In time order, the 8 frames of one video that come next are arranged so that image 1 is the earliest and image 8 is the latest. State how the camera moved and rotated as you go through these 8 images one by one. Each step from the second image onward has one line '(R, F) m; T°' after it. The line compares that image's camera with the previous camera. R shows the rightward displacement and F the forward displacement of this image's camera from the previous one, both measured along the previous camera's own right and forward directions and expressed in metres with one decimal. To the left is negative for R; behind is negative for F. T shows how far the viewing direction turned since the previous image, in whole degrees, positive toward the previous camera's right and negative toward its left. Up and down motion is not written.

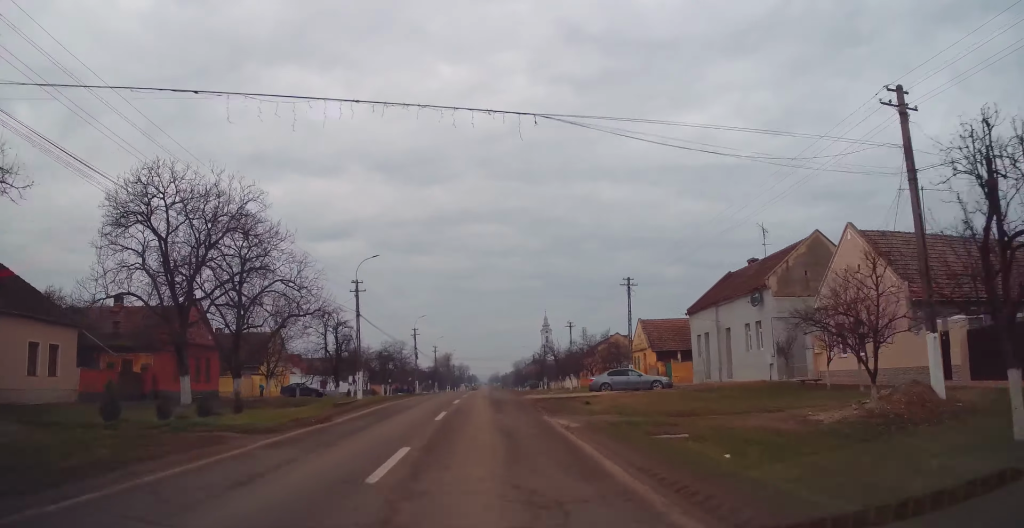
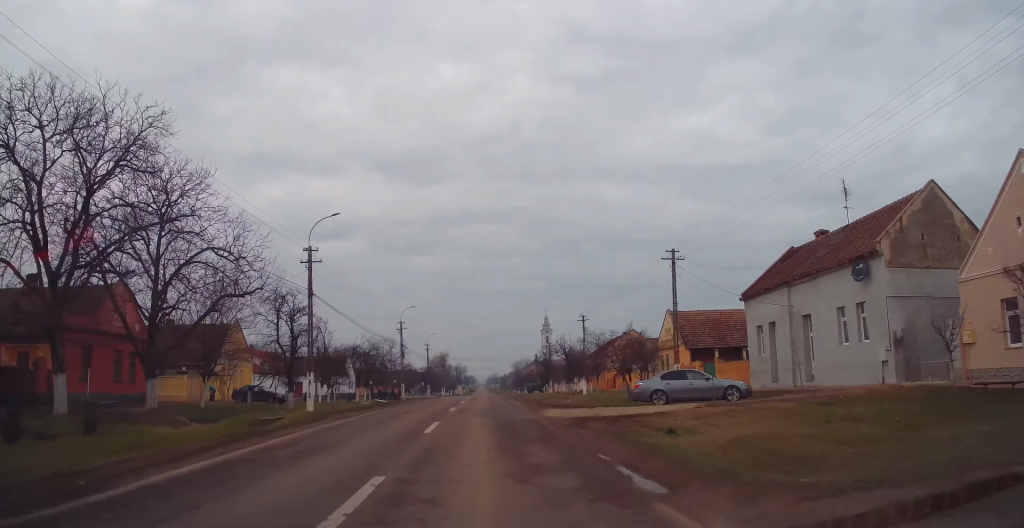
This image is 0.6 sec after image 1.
(0.0, +11.5) m; -1°
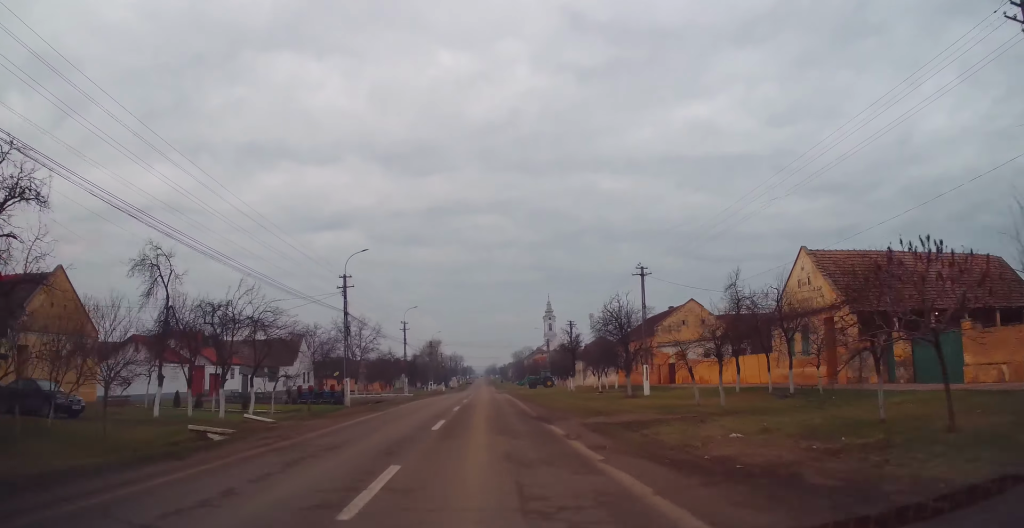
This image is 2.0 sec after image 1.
(-0.2, +26.0) m; 0°
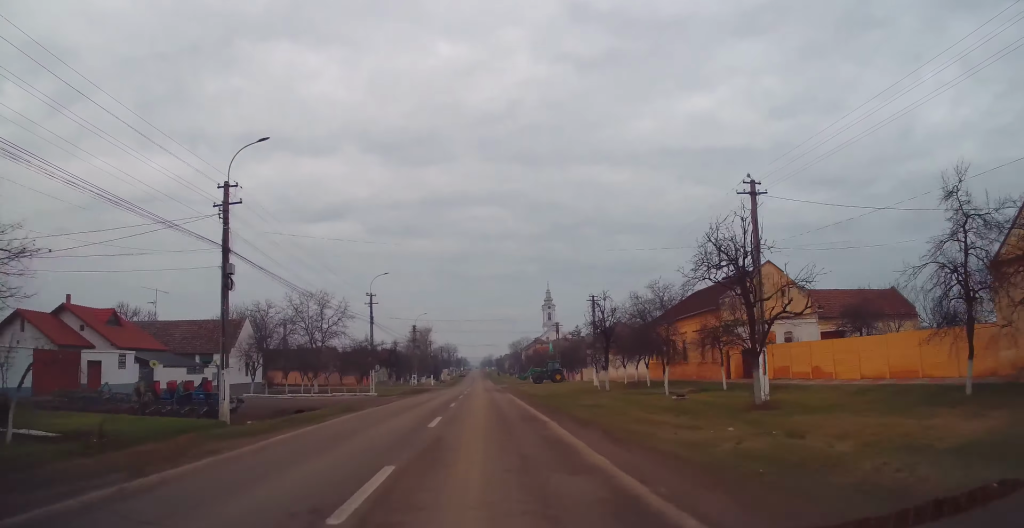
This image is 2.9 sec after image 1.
(+0.2, +18.4) m; +1°
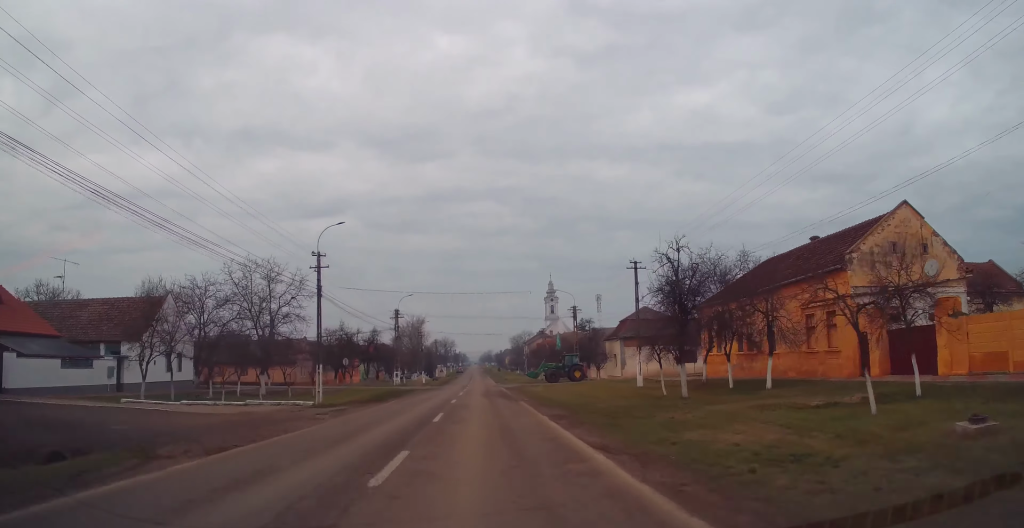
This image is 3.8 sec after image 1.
(0.0, +16.4) m; 0°
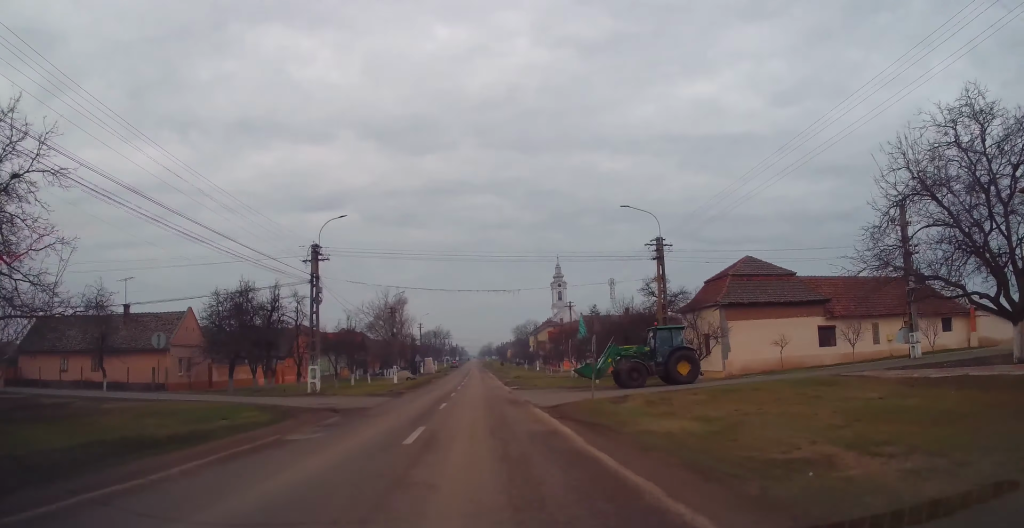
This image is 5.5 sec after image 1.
(-0.6, +32.5) m; -1°
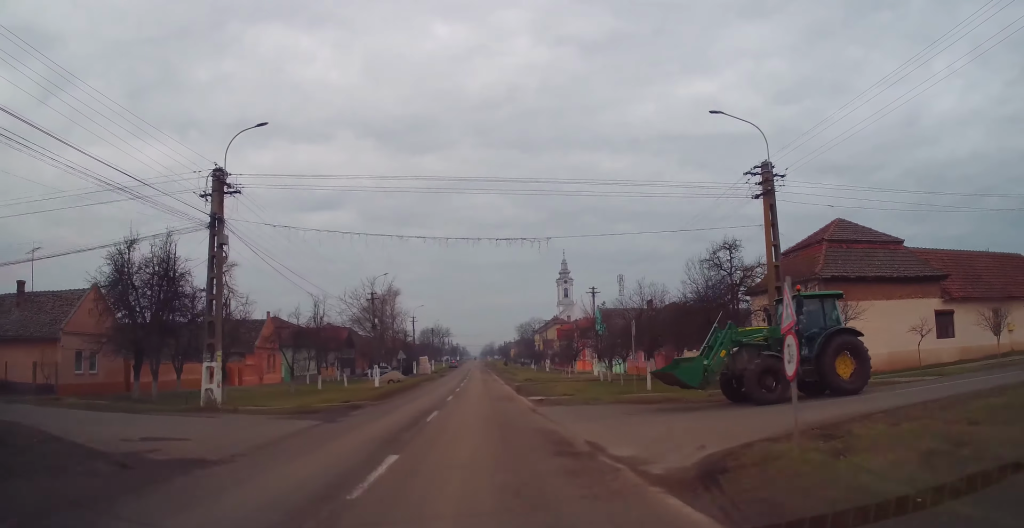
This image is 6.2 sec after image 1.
(+0.4, +13.2) m; +1°
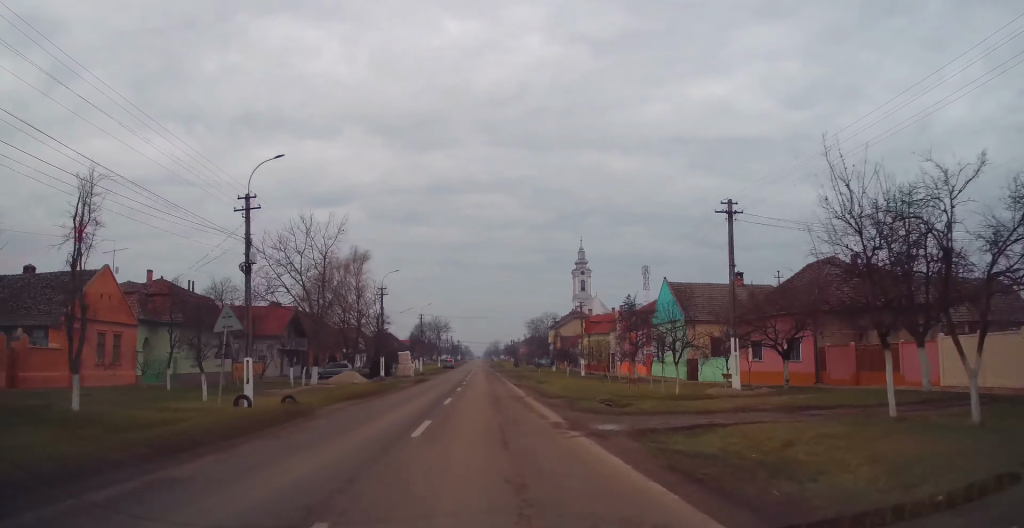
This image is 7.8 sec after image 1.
(+0.1, +30.3) m; 0°
